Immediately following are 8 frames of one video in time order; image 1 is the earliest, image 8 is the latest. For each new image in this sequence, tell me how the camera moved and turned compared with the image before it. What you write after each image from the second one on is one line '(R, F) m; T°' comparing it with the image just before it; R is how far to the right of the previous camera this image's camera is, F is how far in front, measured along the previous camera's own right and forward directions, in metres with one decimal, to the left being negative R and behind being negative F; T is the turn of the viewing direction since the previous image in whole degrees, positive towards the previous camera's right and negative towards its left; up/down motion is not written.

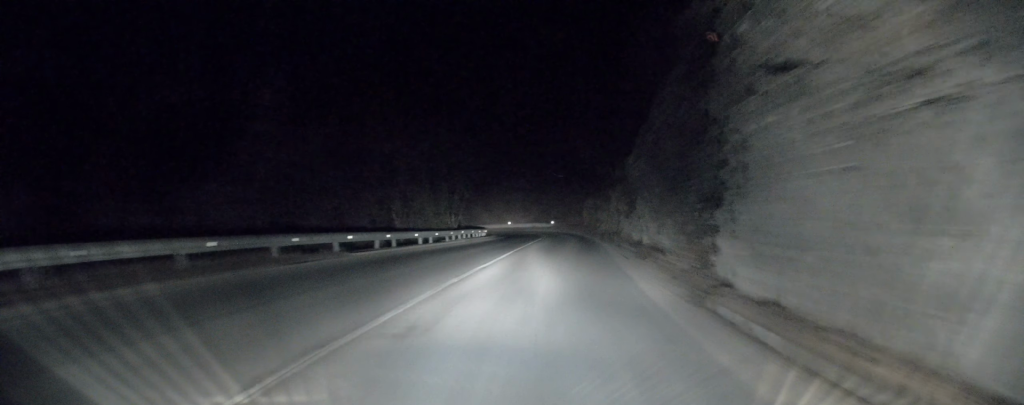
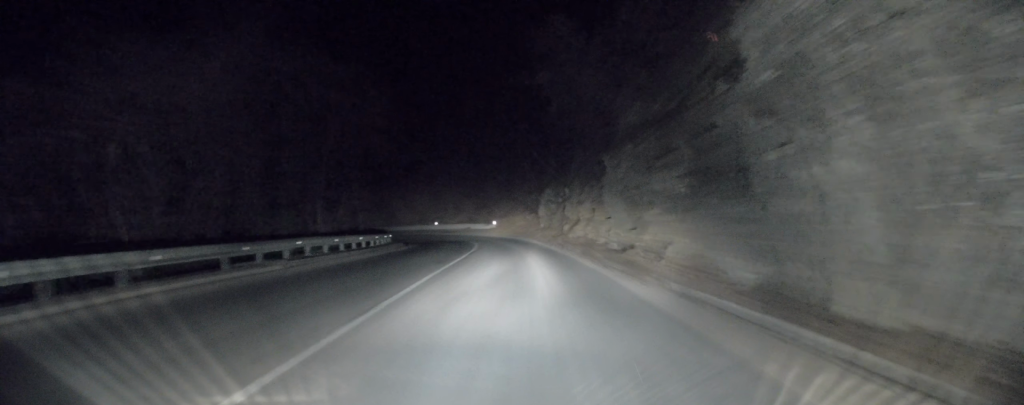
(+2.9, +22.2) m; +8°
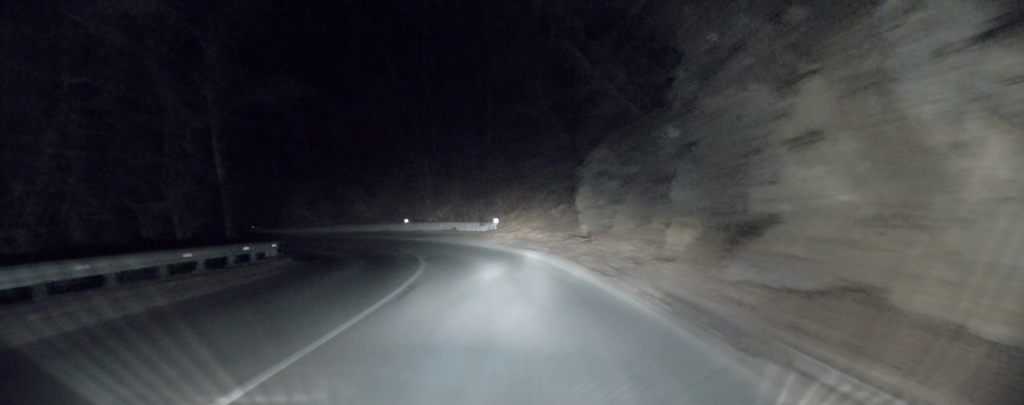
(-1.5, +23.5) m; -7°
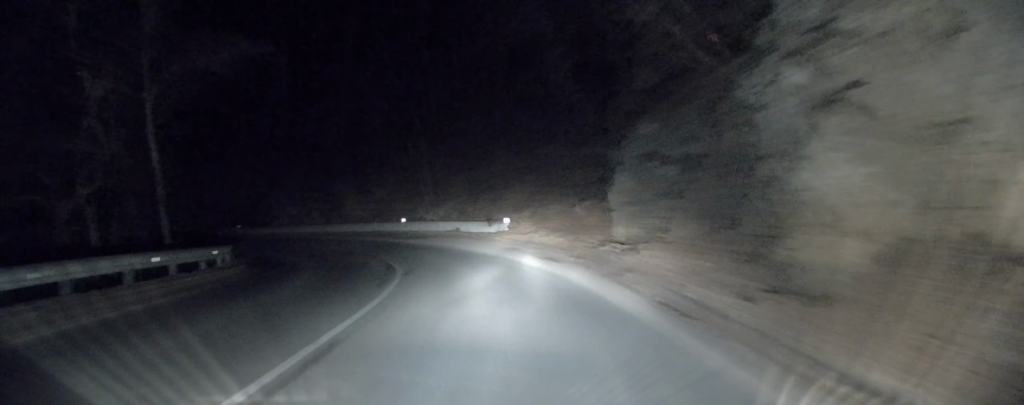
(+0.1, +5.6) m; -2°
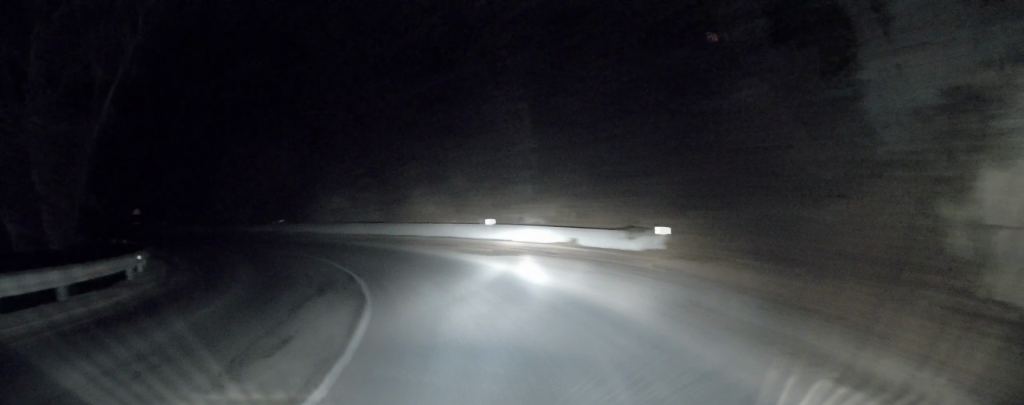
(-0.7, +12.6) m; -6°
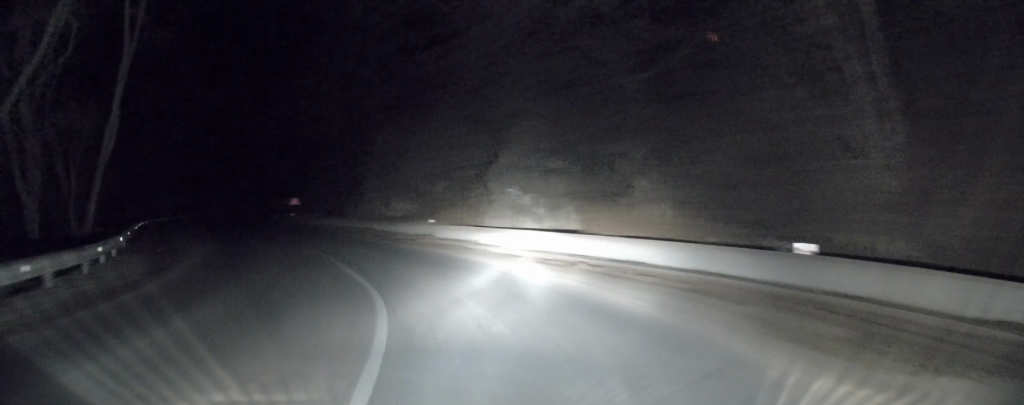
(-0.8, +12.4) m; -11°
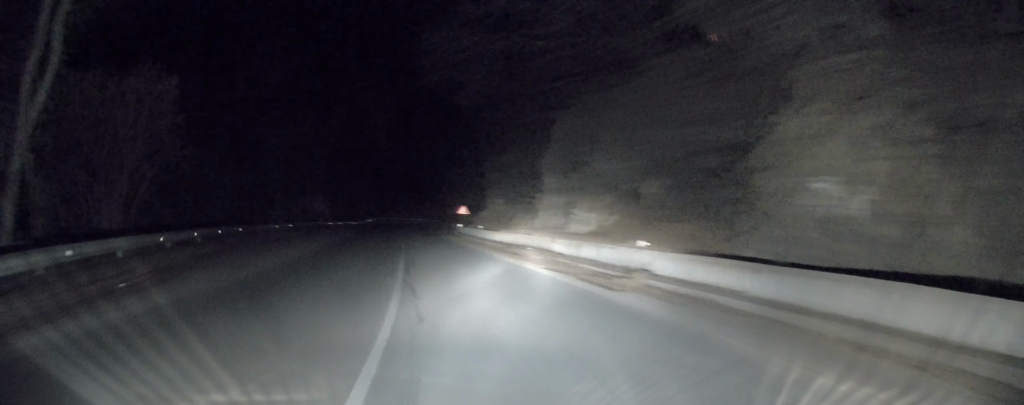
(-1.4, +11.2) m; -14°
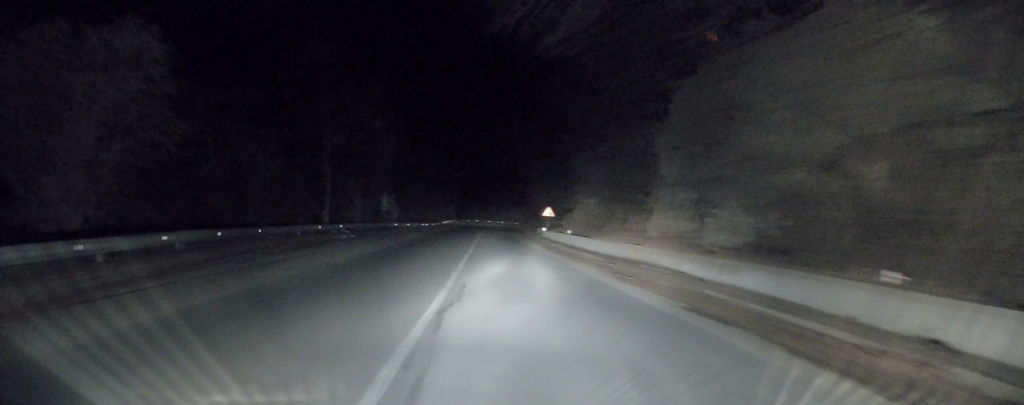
(-0.7, +7.0) m; -8°
